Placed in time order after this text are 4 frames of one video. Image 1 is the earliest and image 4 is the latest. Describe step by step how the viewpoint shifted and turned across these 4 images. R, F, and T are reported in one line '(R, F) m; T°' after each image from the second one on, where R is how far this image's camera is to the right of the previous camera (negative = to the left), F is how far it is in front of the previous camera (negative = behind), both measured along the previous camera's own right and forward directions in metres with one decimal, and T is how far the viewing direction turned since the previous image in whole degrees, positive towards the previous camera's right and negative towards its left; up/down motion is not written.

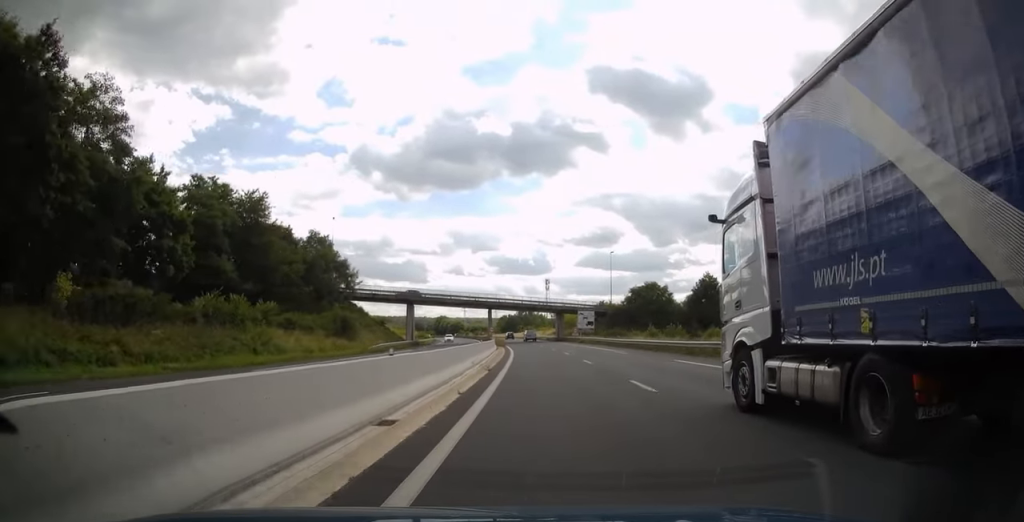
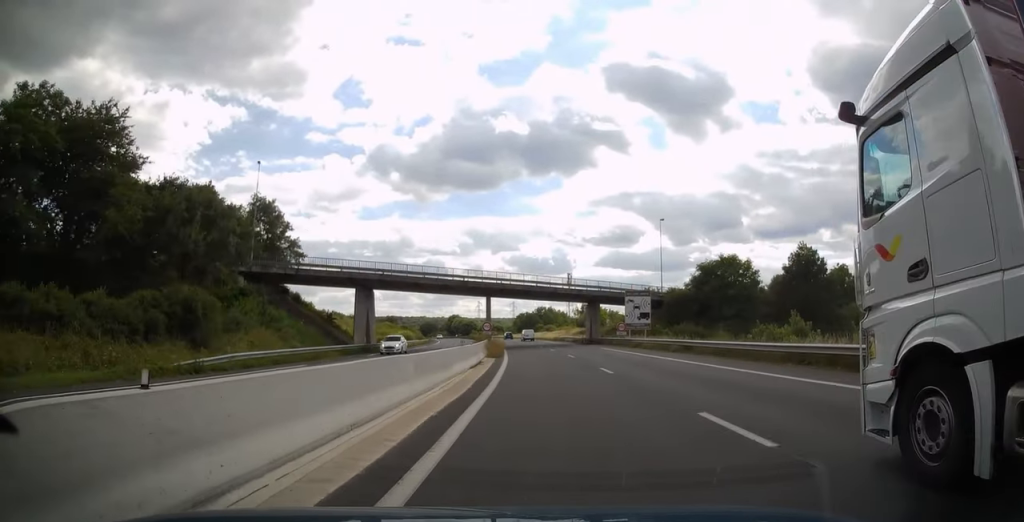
(-0.6, +32.4) m; -2°
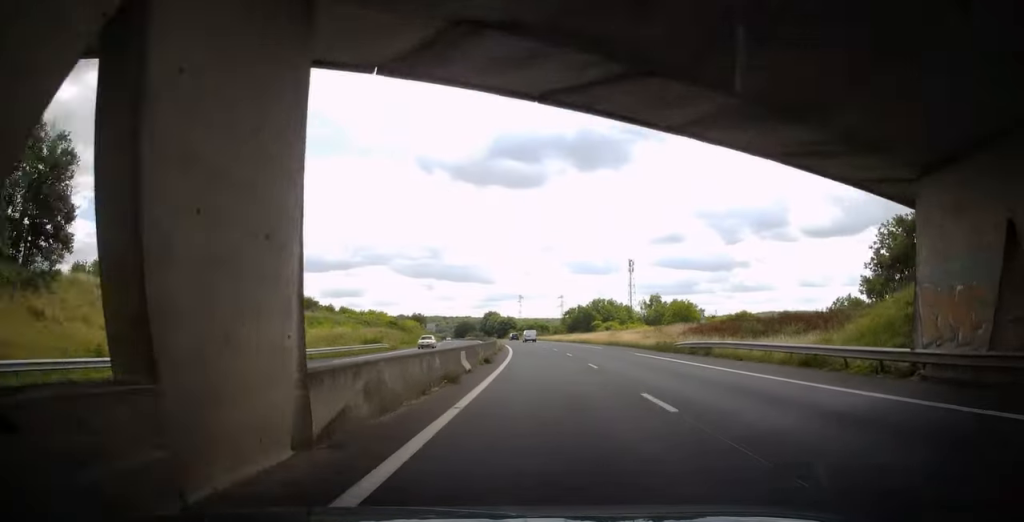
(-1.4, +61.0) m; -3°
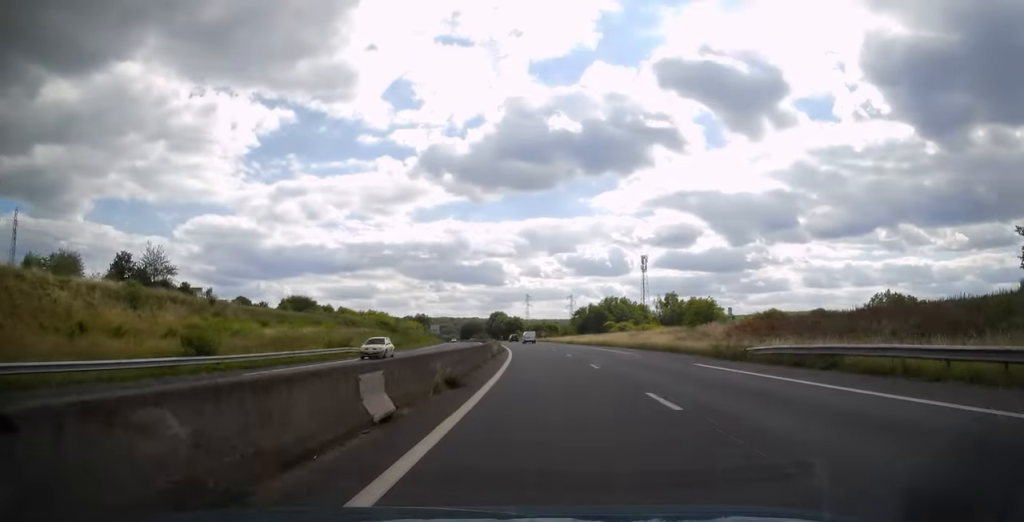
(-0.3, +12.6) m; -1°
